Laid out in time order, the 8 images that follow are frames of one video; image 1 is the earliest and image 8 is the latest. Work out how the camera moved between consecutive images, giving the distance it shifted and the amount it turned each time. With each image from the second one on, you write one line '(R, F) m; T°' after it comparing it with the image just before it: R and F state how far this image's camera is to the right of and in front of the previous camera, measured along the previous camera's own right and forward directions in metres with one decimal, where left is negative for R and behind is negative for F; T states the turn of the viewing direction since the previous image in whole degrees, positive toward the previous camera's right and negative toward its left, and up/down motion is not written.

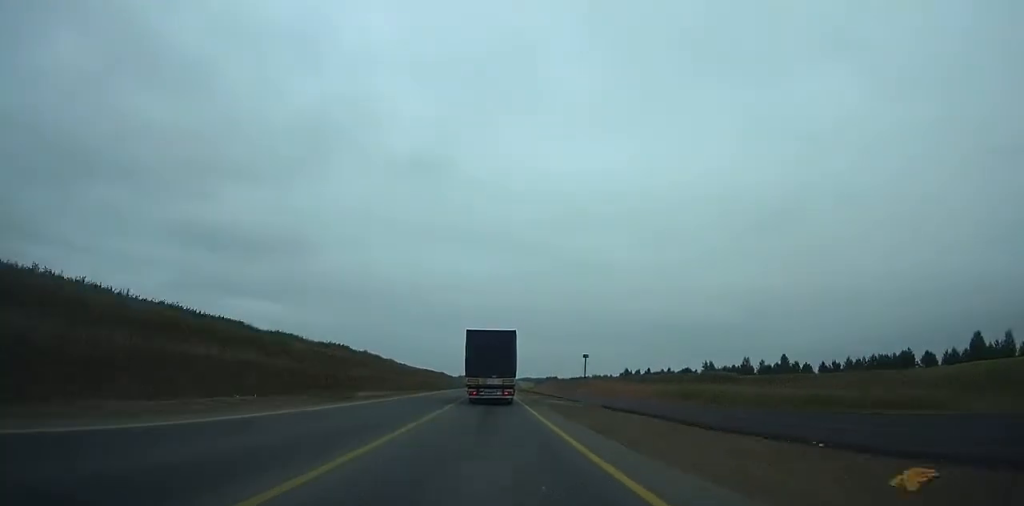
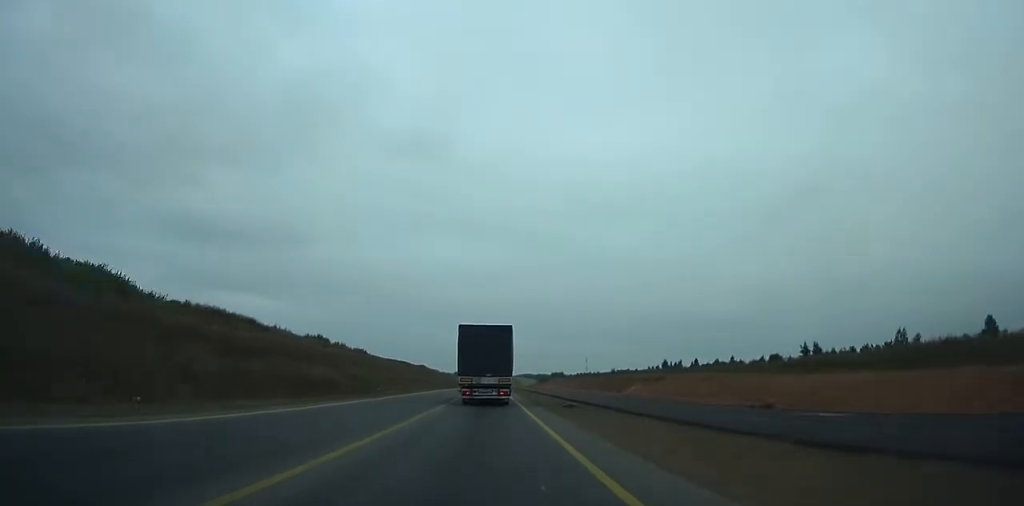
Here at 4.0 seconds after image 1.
(+0.4, +90.3) m; 0°
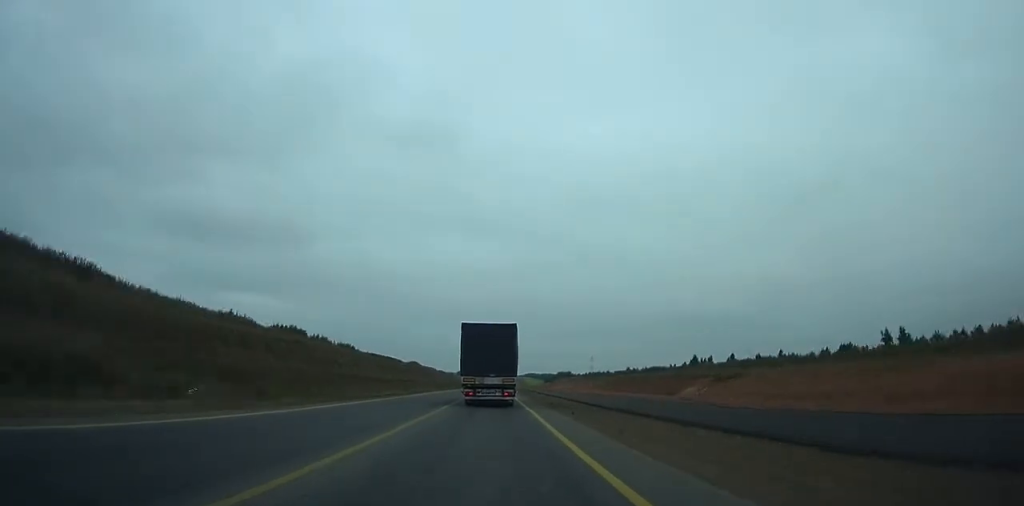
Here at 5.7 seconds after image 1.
(0.0, +38.4) m; 0°
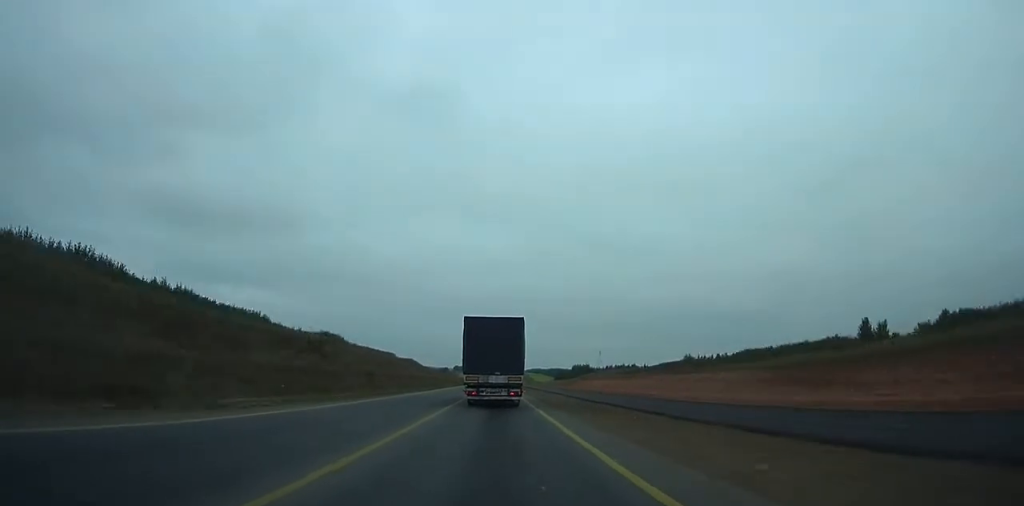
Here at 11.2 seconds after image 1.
(-0.6, +123.7) m; 0°
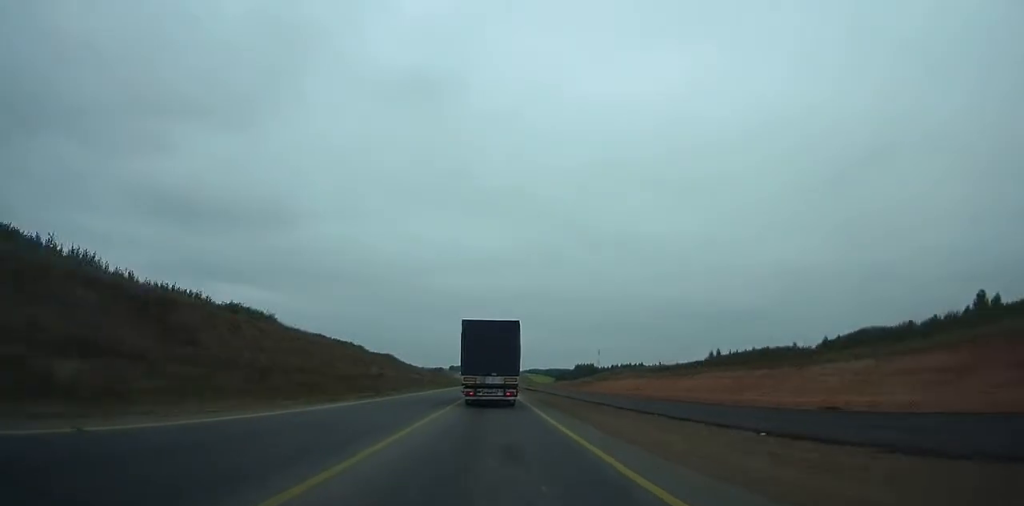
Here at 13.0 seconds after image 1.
(0.0, +40.2) m; 0°
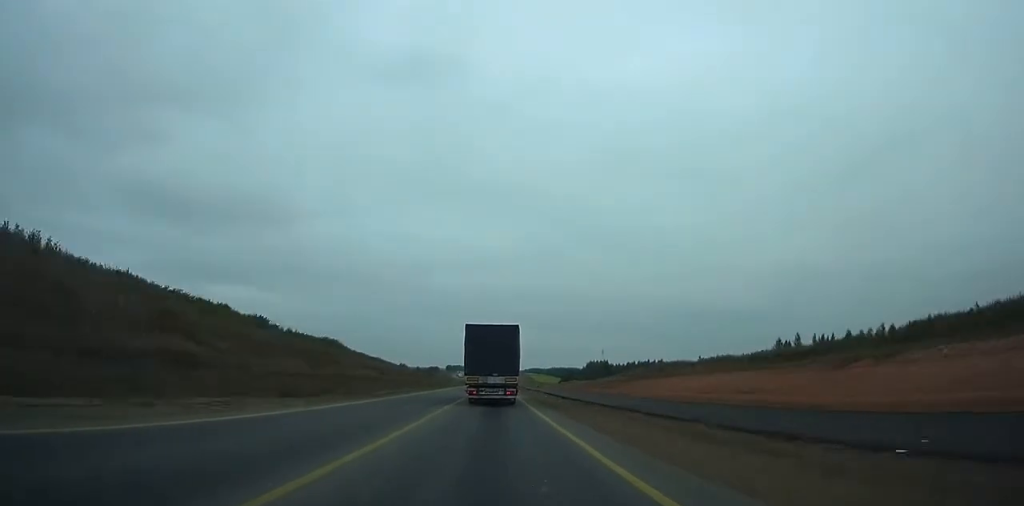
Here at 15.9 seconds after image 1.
(0.0, +64.1) m; 0°
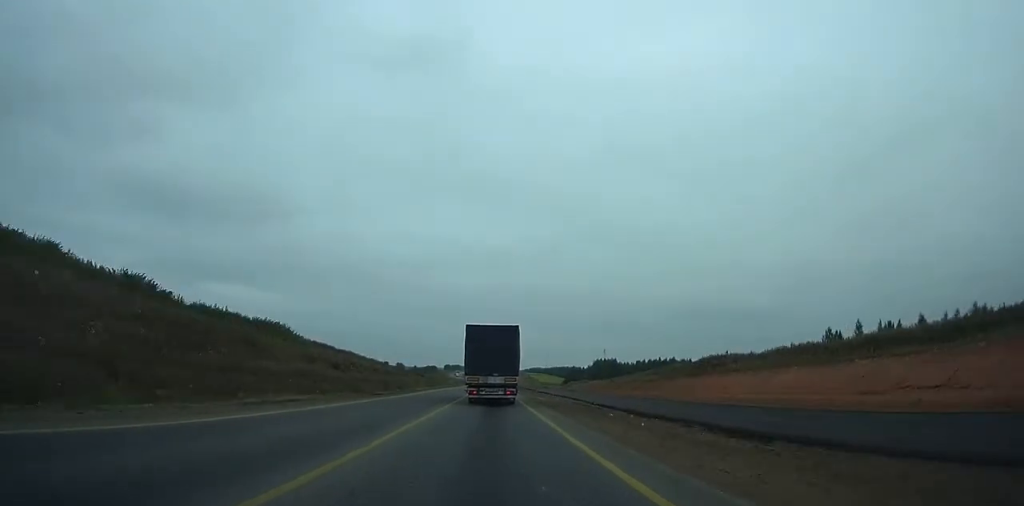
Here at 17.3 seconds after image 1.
(0.0, +30.9) m; 0°
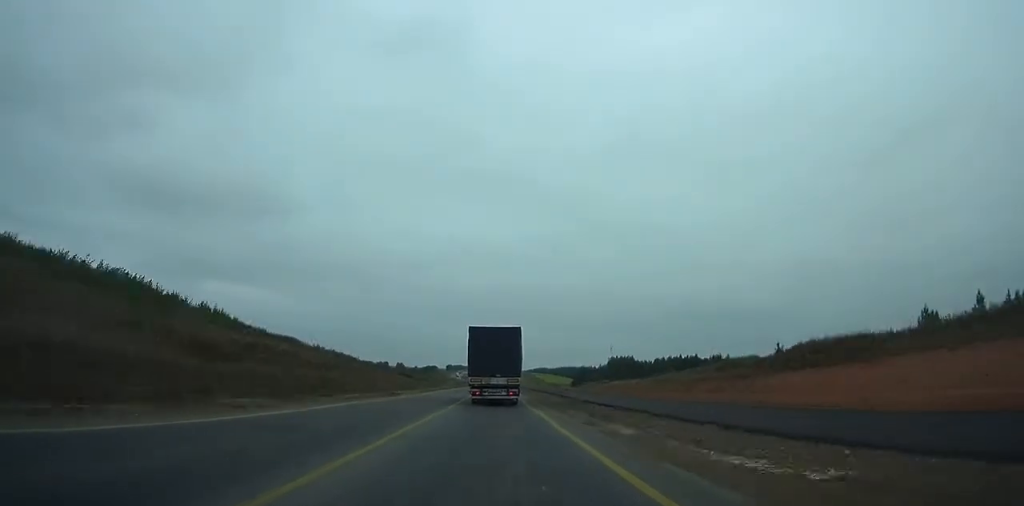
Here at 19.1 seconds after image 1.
(0.0, +39.8) m; 0°
